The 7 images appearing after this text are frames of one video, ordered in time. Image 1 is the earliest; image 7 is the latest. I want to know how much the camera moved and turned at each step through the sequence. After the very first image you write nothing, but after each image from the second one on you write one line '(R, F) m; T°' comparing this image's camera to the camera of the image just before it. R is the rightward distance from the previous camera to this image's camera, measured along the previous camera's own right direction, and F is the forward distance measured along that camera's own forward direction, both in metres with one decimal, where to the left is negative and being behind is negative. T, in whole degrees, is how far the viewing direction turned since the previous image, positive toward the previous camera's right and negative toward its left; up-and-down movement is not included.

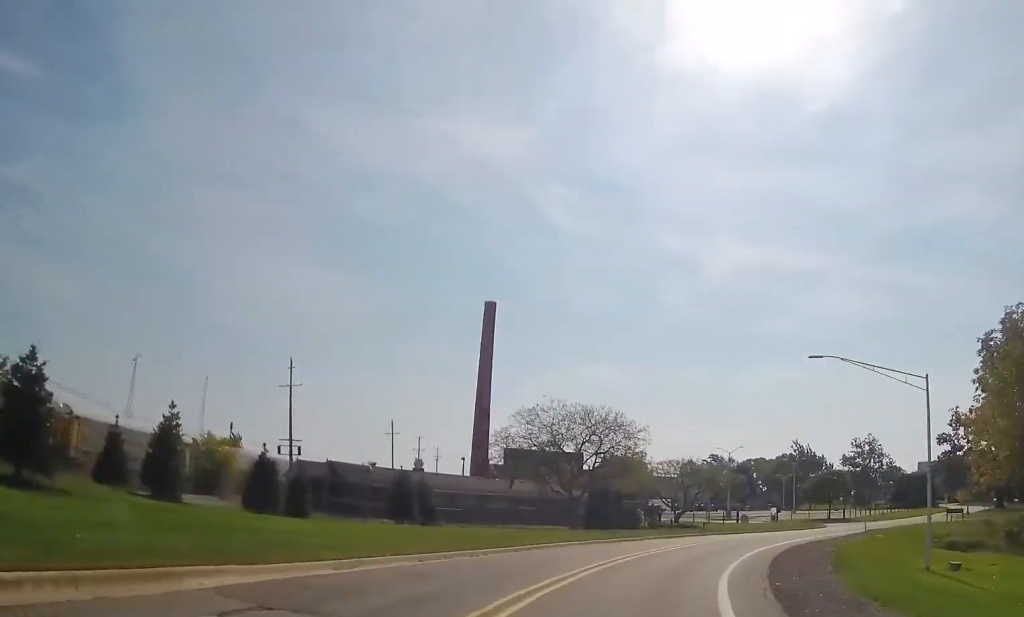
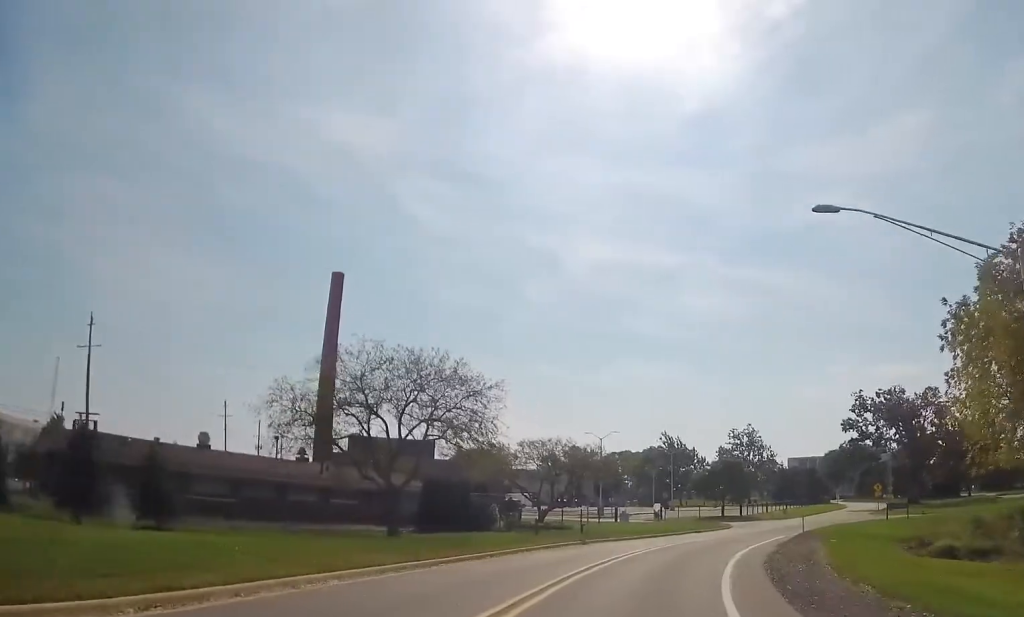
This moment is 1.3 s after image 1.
(+1.7, +15.6) m; +11°
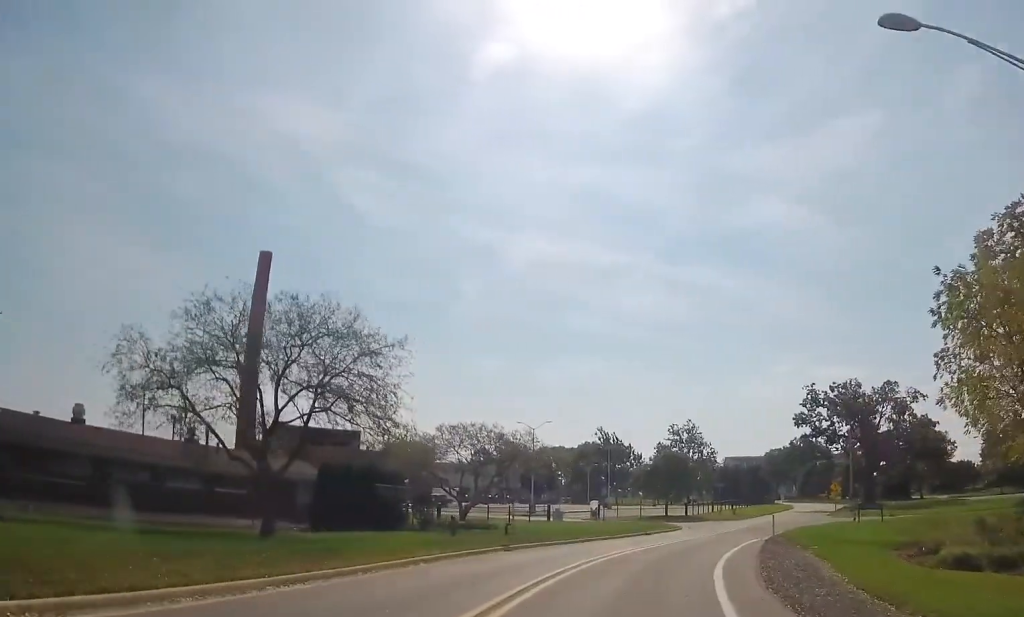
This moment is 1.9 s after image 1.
(+0.2, +7.0) m; +4°
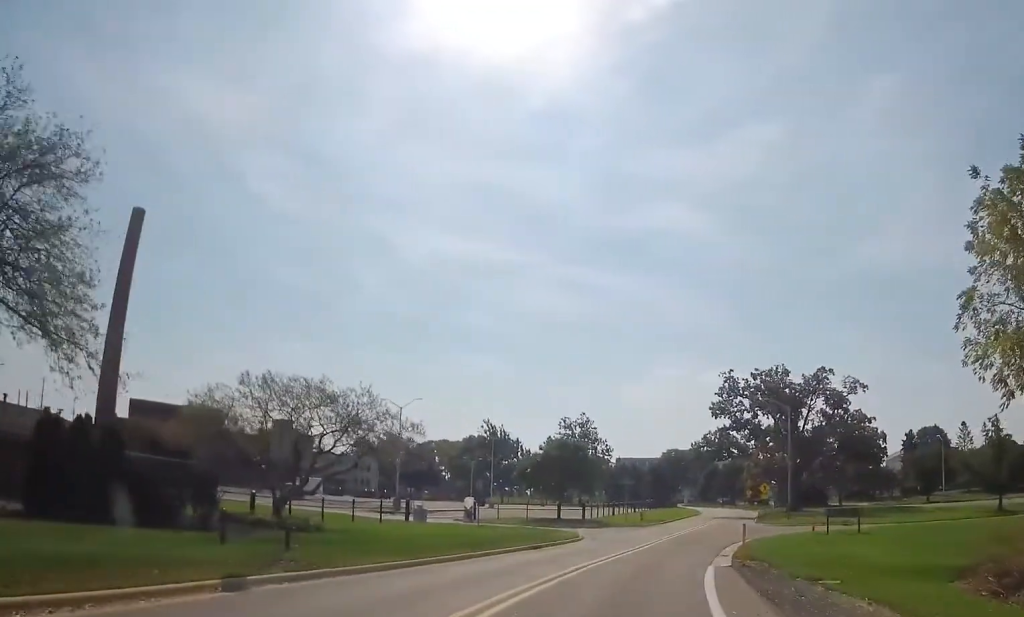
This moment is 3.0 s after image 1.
(+1.0, +13.6) m; +9°
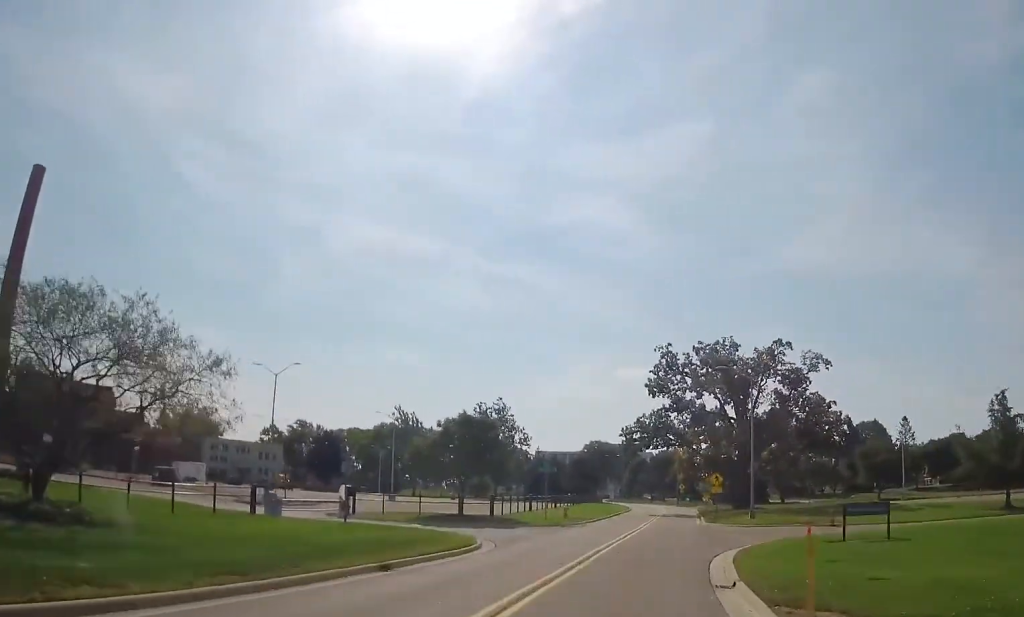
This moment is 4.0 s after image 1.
(+0.9, +11.9) m; +7°
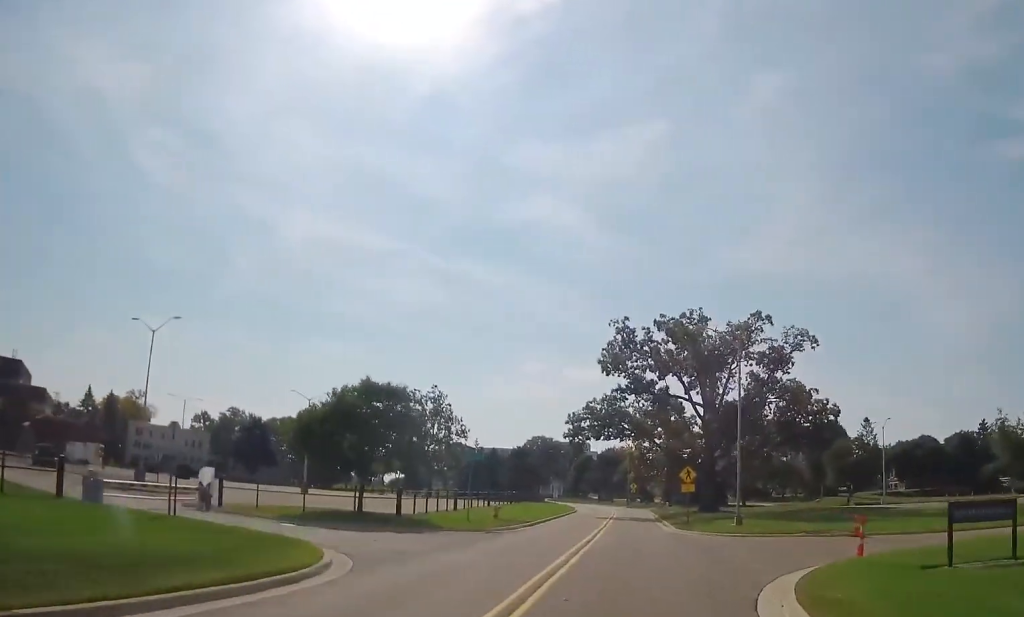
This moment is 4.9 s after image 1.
(+0.5, +10.8) m; +7°
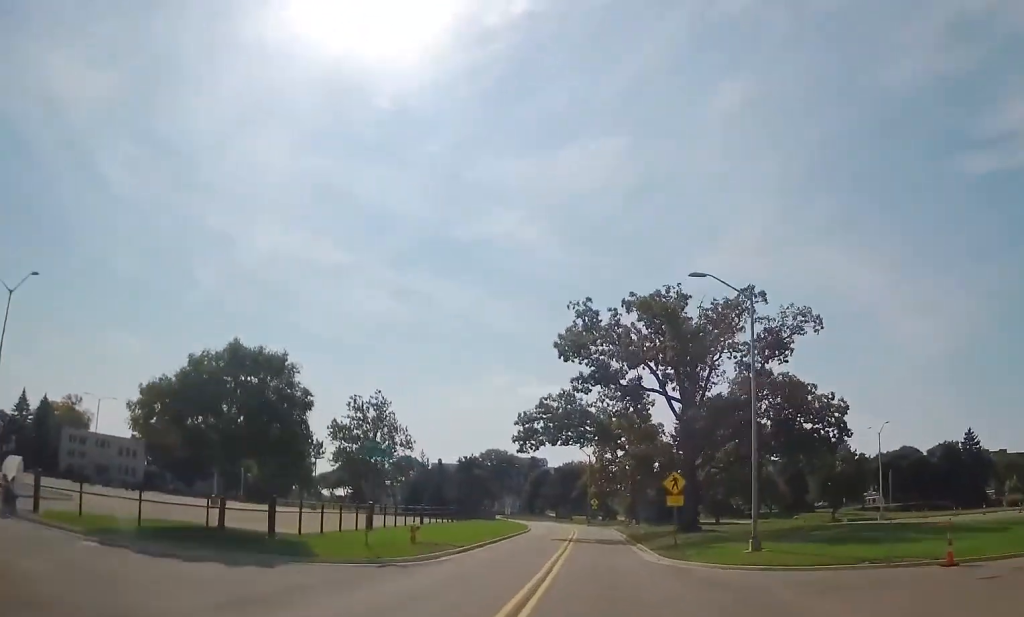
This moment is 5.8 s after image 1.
(+0.7, +10.9) m; +5°
